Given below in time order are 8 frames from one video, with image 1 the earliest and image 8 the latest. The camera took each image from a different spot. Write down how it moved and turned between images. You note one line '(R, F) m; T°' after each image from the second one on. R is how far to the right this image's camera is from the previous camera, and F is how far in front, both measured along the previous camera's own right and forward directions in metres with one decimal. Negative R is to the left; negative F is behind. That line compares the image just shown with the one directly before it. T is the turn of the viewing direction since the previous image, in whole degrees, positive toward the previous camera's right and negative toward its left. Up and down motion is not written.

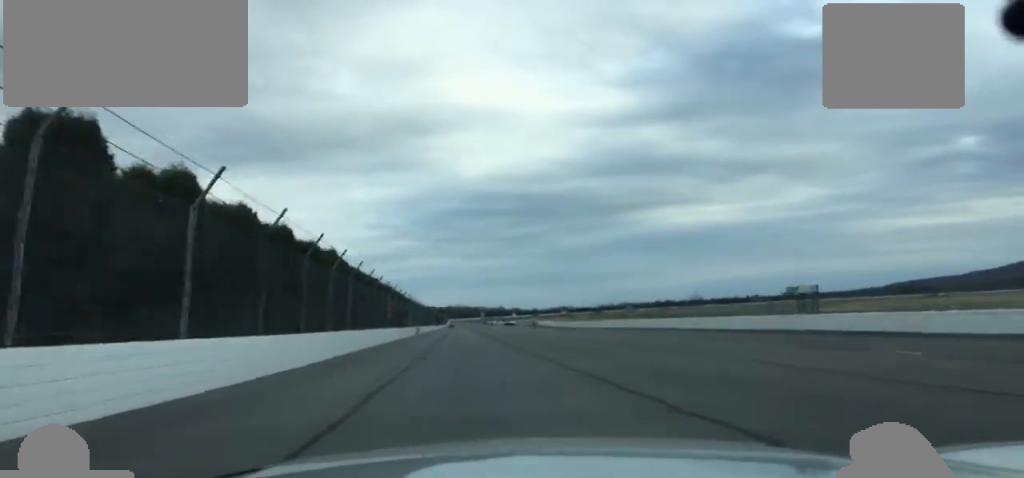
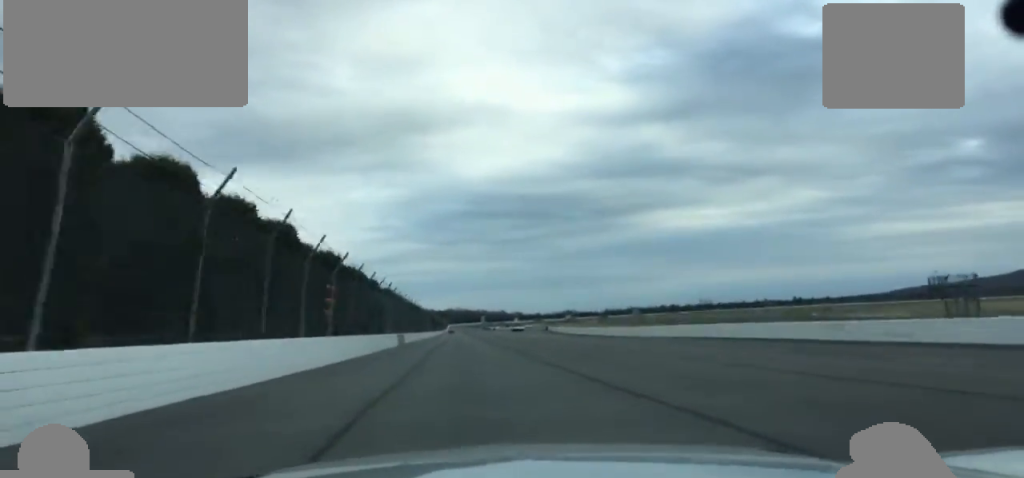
(+0.2, +37.9) m; 0°
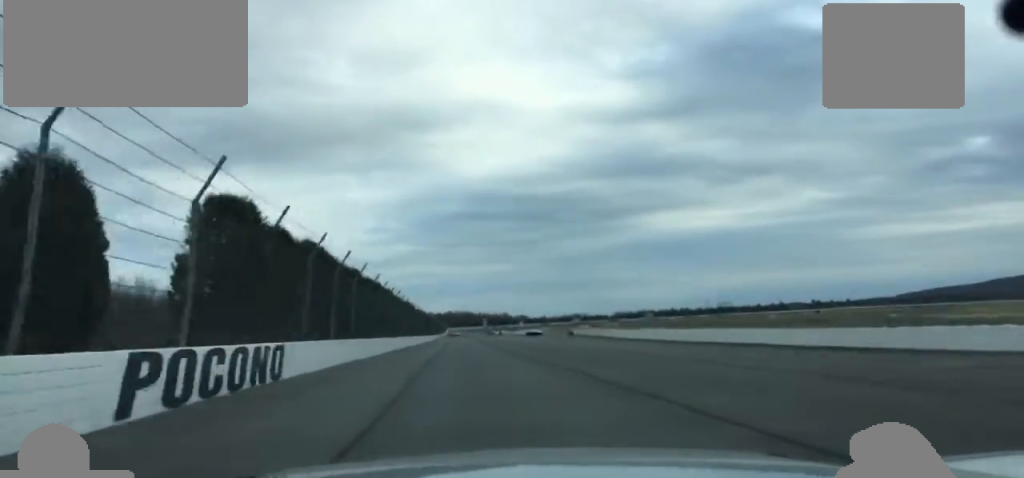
(0.0, +62.0) m; 0°
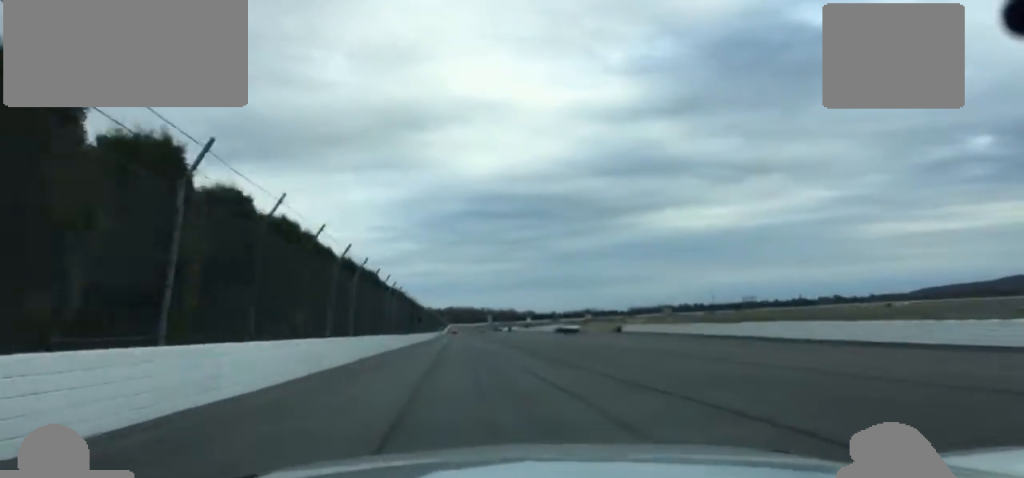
(0.0, +63.9) m; 0°
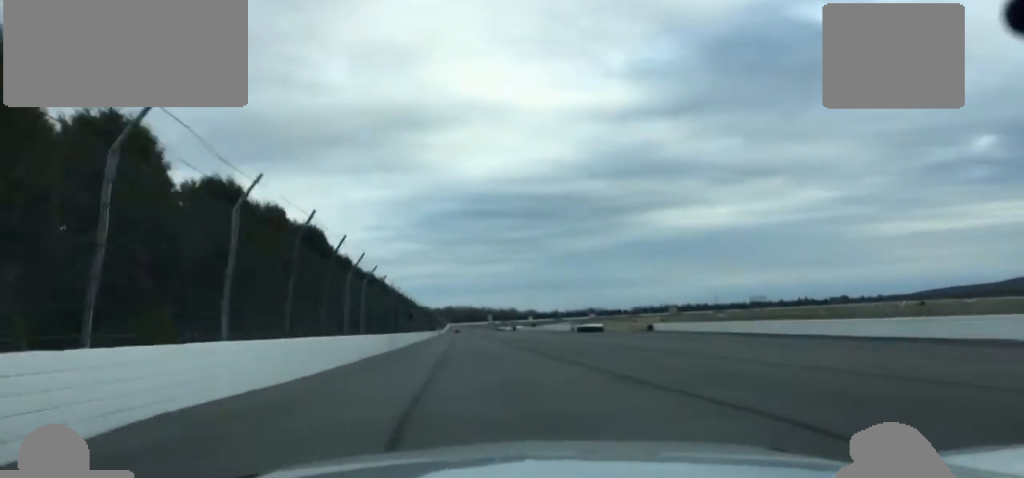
(-0.1, +26.4) m; 0°
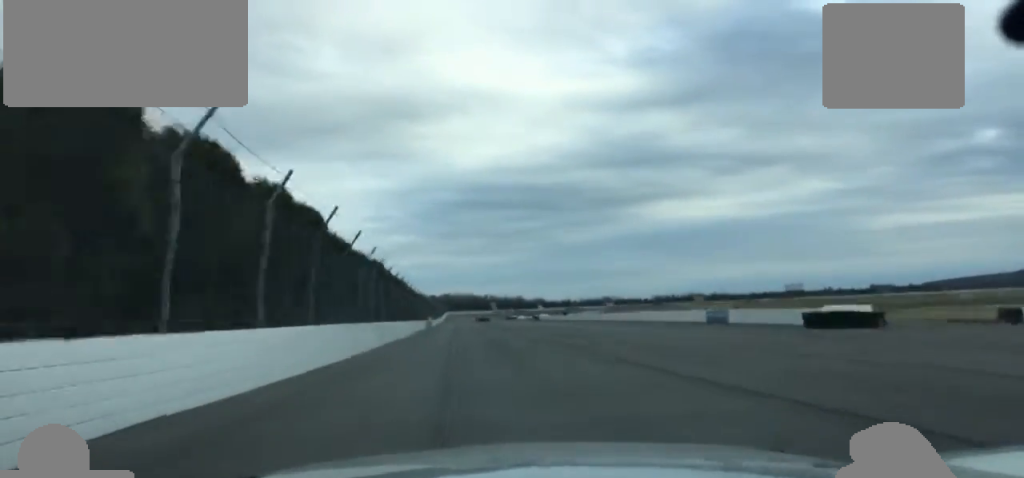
(+0.1, +88.1) m; +1°
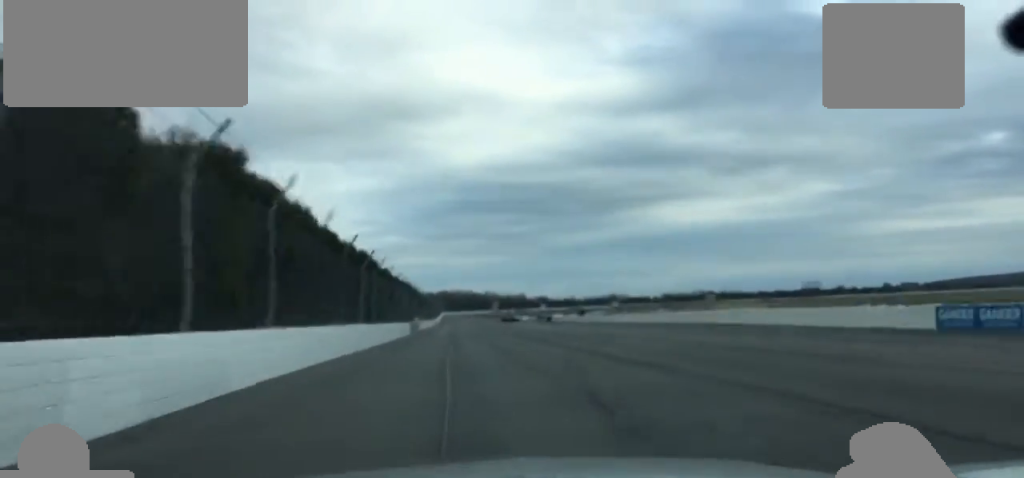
(+0.3, +35.4) m; 0°
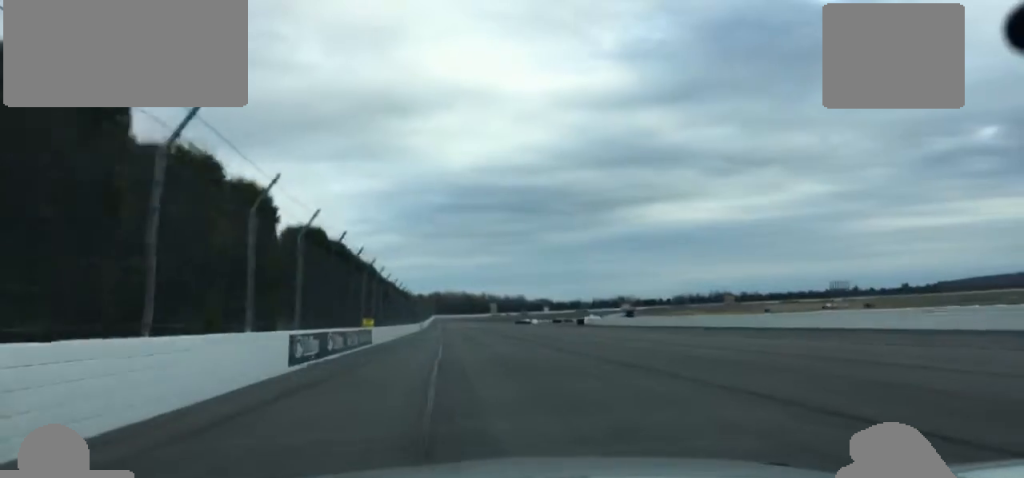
(-0.2, +55.0) m; 0°
